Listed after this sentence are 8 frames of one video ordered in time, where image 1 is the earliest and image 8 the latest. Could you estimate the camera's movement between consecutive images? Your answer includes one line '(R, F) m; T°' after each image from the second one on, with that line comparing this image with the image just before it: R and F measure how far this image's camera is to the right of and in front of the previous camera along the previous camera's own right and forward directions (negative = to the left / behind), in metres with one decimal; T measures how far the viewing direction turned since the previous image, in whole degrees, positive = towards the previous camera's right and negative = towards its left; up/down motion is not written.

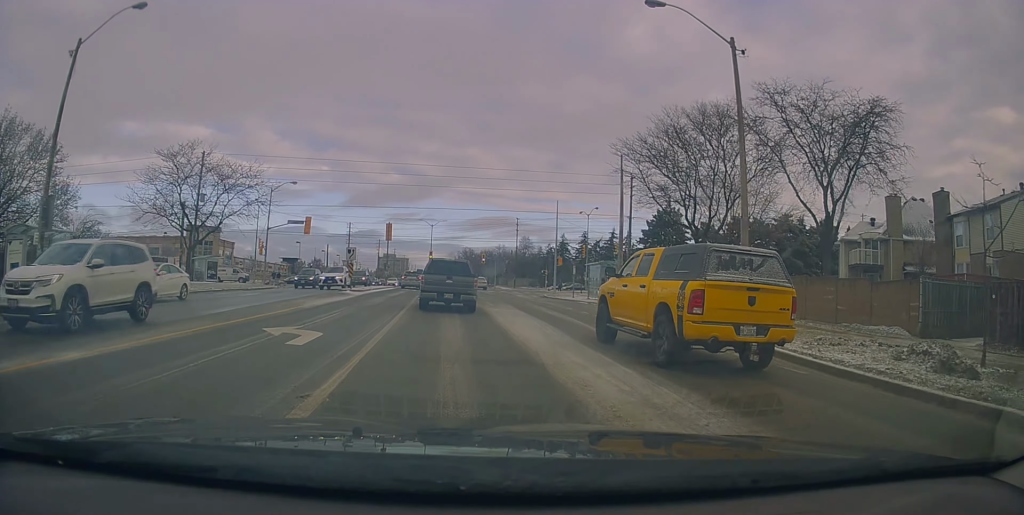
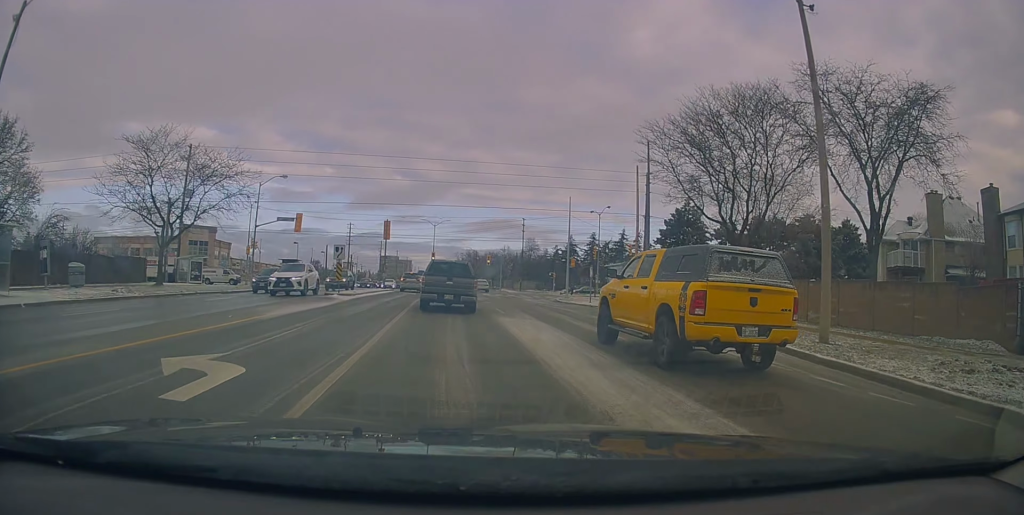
(0.0, +4.3) m; -1°
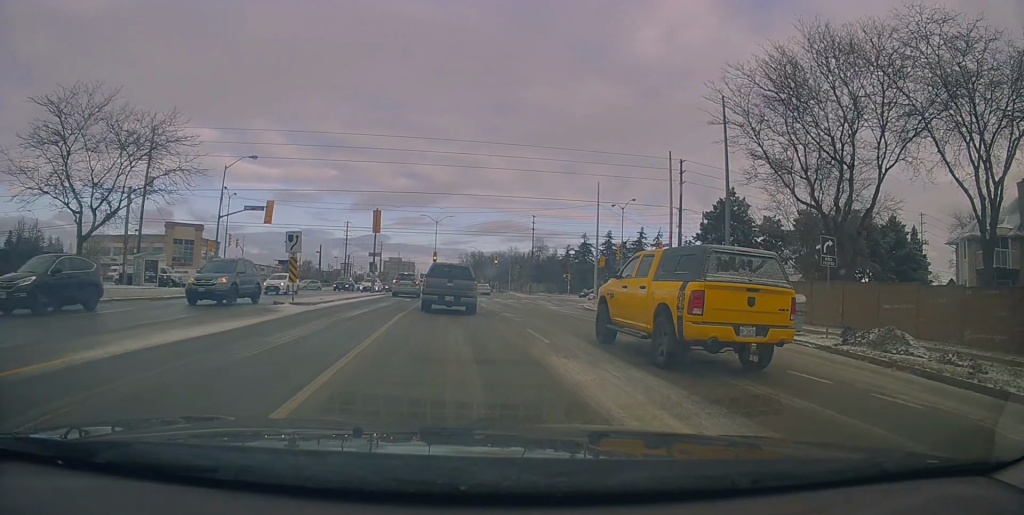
(-0.2, +8.4) m; -2°
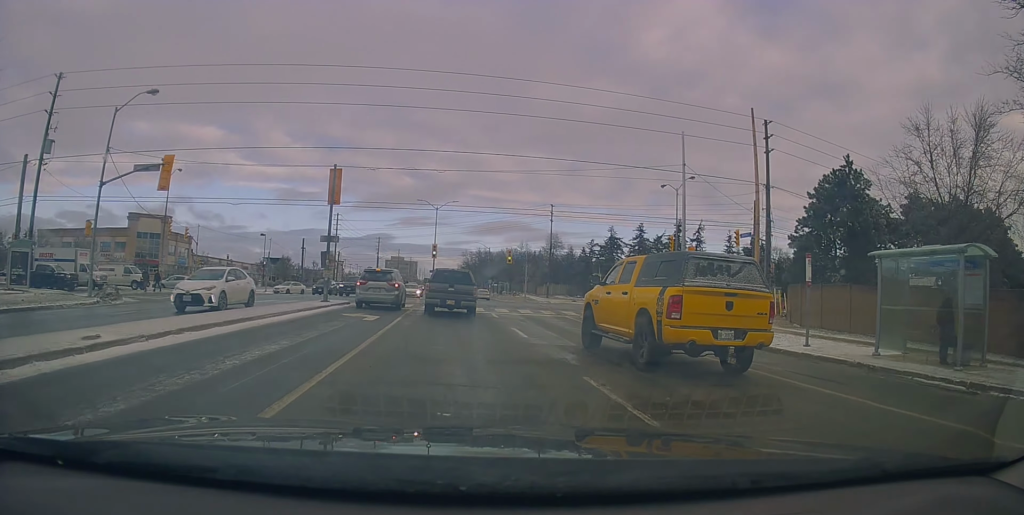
(0.0, +15.9) m; 0°
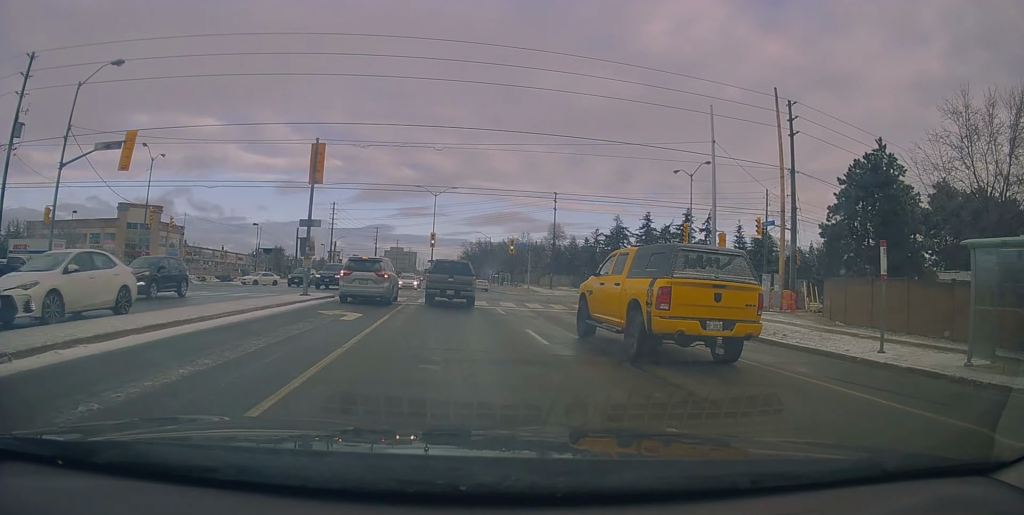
(0.0, +3.6) m; 0°
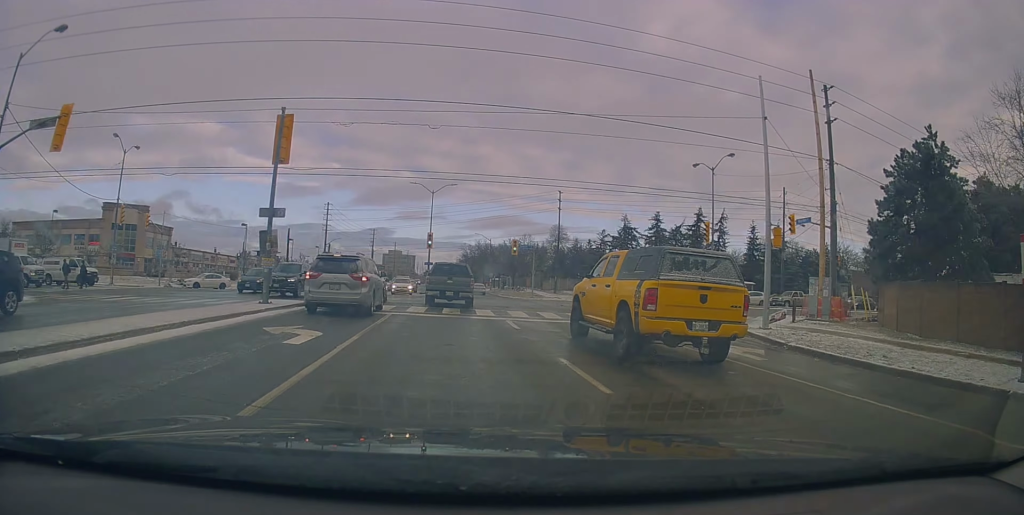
(0.0, +4.4) m; +1°
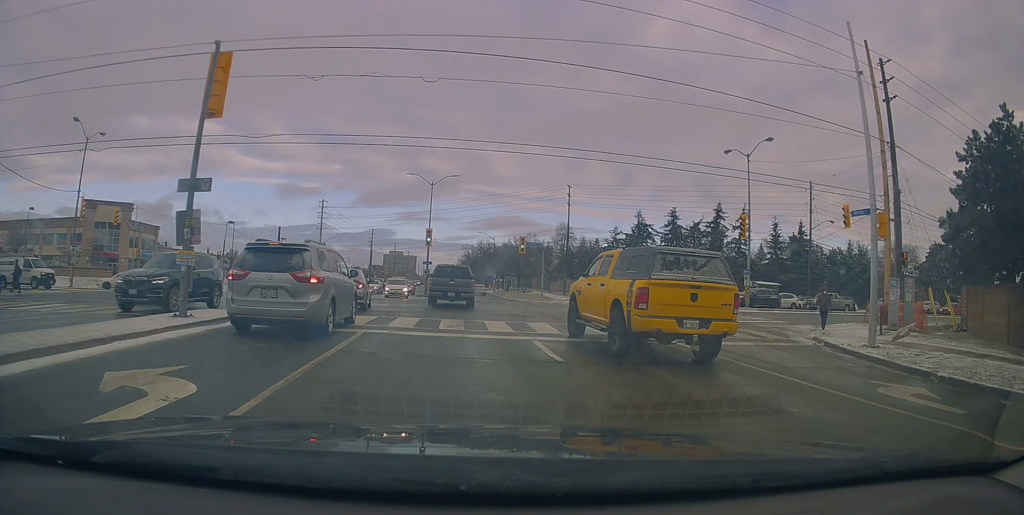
(-0.1, +5.6) m; +2°
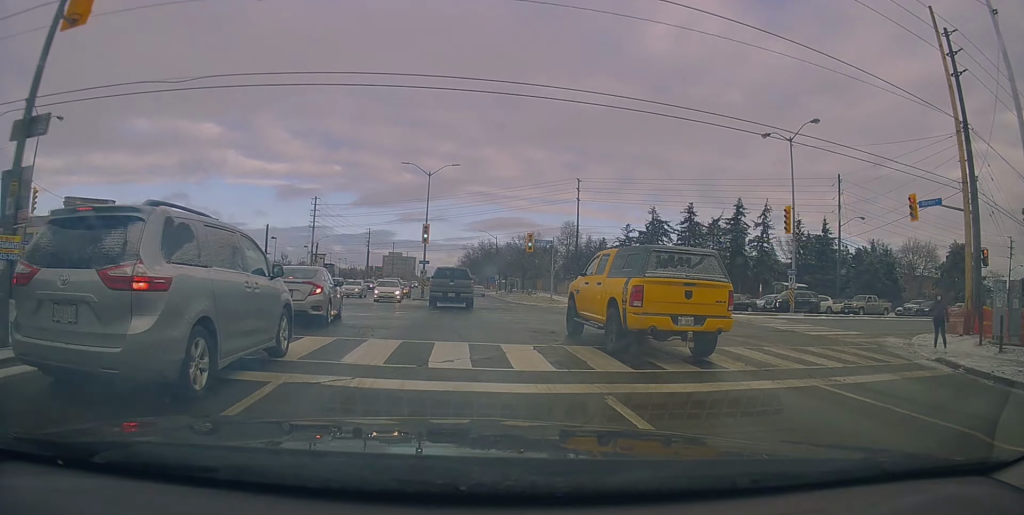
(+0.3, +5.6) m; 0°
